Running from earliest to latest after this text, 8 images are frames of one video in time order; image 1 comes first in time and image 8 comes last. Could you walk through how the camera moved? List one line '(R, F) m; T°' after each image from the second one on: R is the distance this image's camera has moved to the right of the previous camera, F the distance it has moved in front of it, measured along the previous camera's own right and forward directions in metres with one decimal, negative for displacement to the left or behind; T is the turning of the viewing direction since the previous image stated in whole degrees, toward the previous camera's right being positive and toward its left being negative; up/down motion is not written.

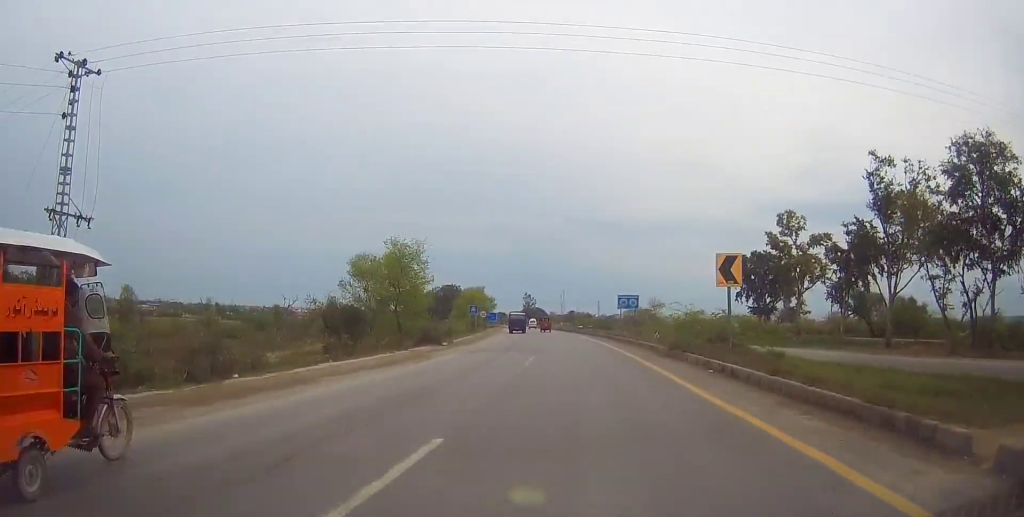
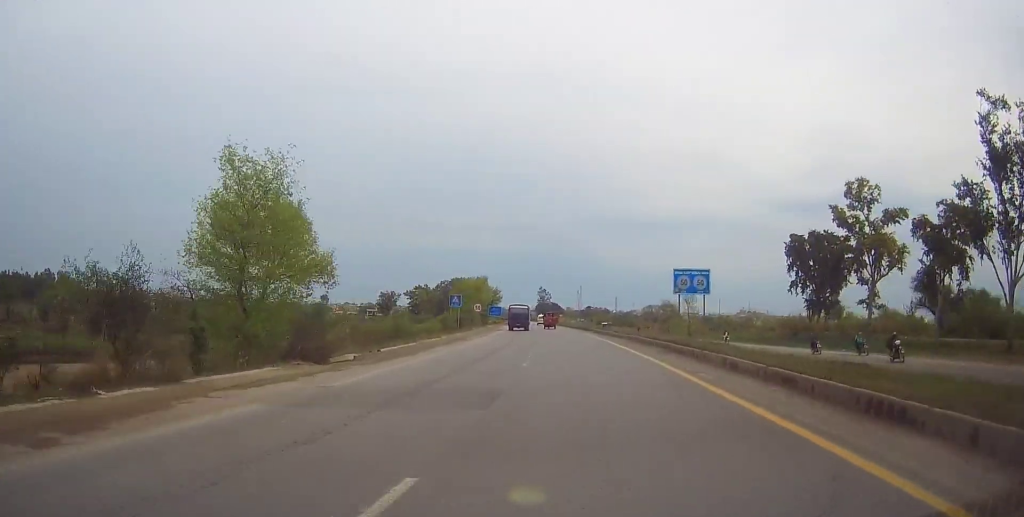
(-0.1, +19.8) m; -1°
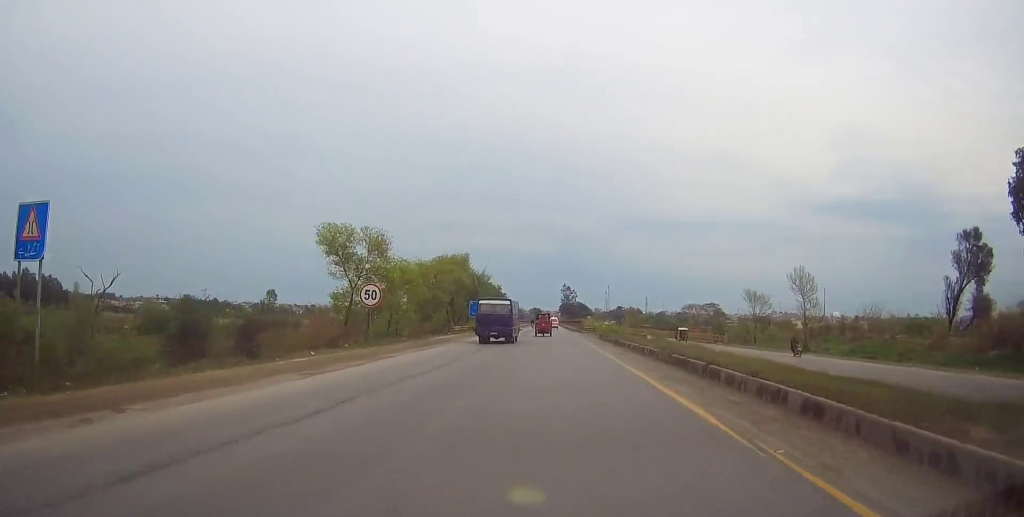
(-1.4, +45.2) m; -3°
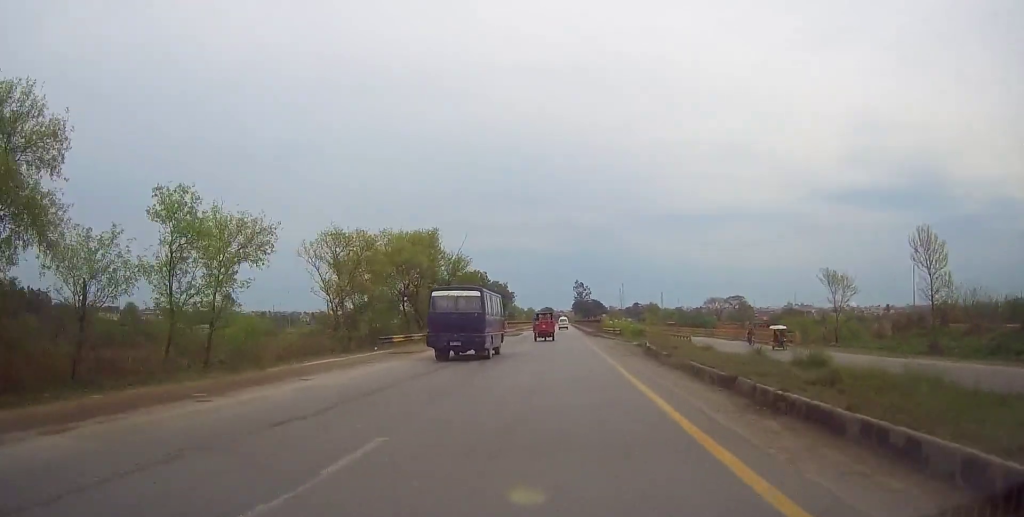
(+0.1, +22.5) m; -1°
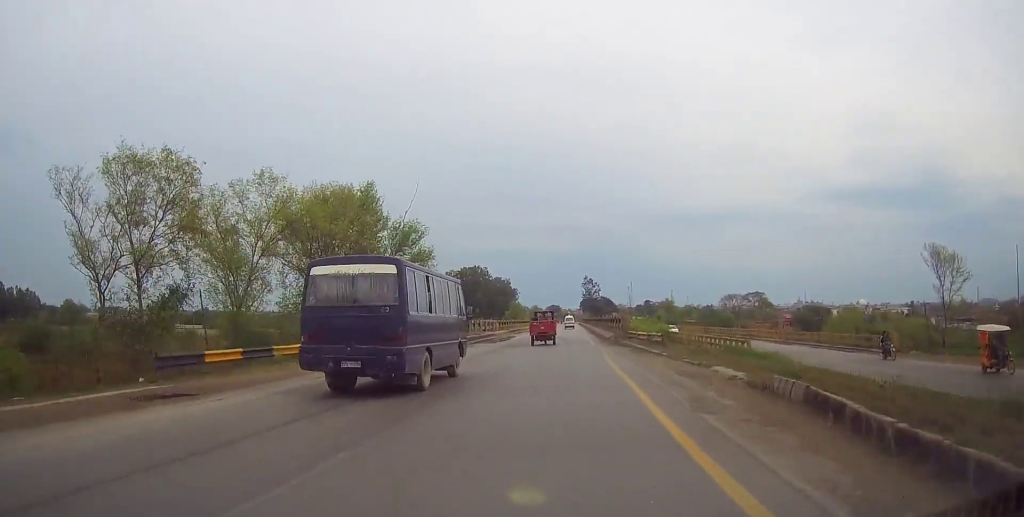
(-0.2, +18.7) m; -1°
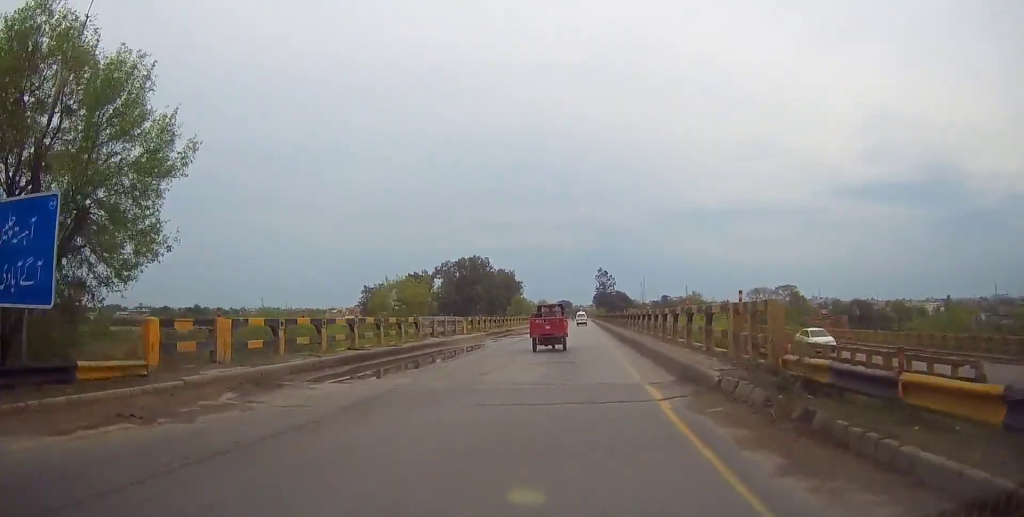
(+0.2, +24.8) m; 0°
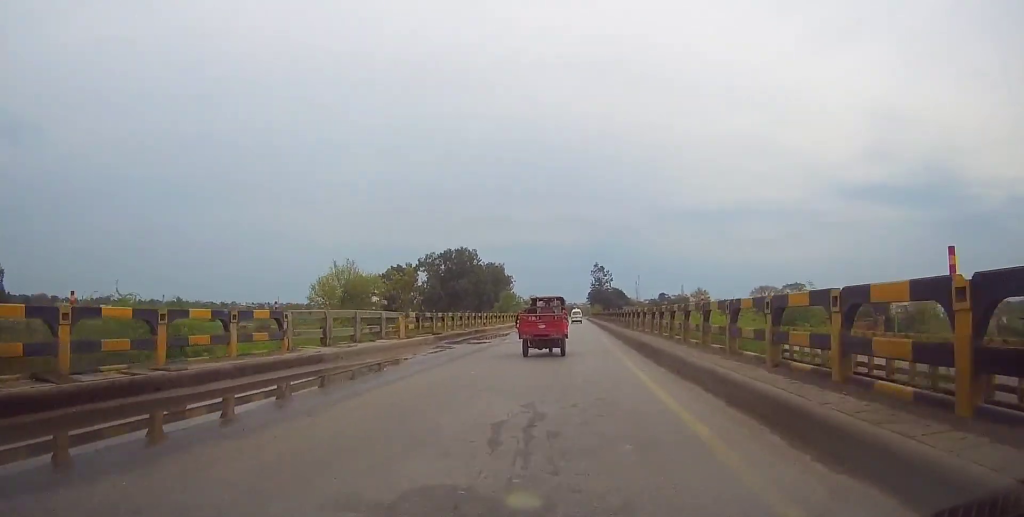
(-0.1, +13.5) m; -1°
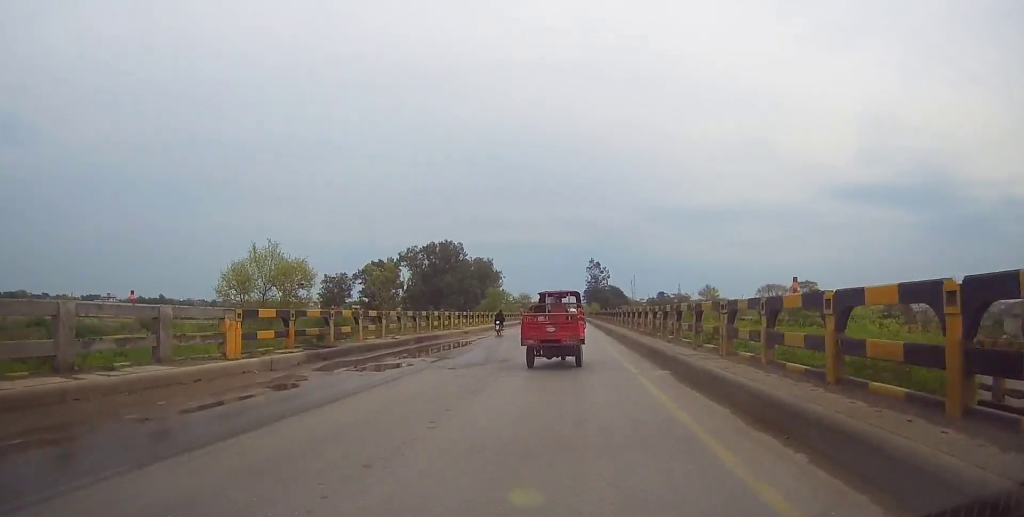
(-0.3, +13.7) m; 0°
